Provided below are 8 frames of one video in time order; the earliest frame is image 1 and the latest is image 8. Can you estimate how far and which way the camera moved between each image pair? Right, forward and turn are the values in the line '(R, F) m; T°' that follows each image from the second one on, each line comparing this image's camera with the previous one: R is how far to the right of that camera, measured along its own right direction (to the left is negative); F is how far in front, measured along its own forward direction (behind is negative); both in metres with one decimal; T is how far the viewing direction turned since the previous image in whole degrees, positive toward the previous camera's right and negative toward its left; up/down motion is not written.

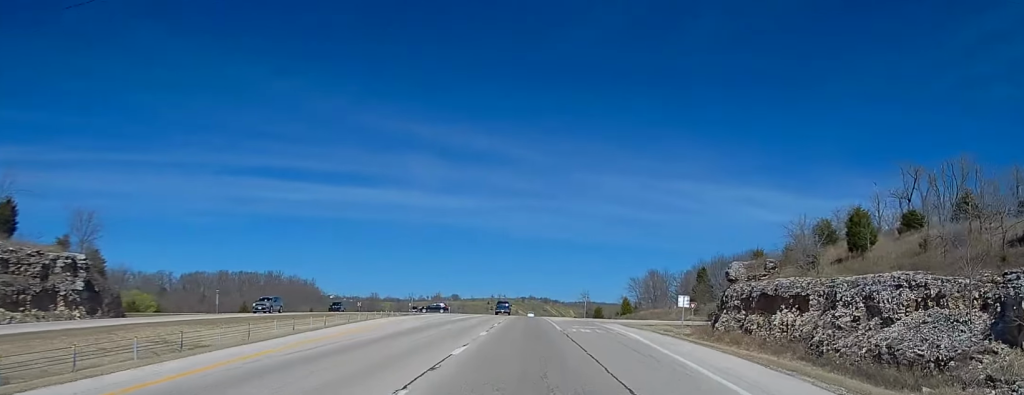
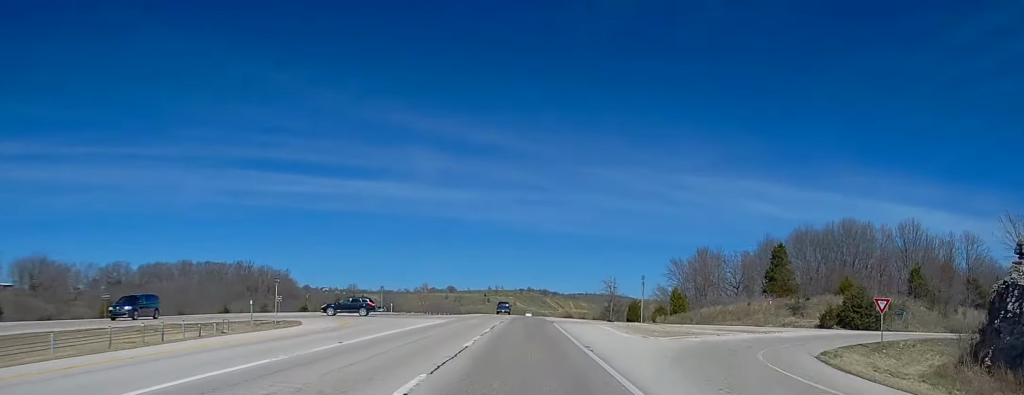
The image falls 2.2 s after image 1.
(+0.8, +58.0) m; +1°
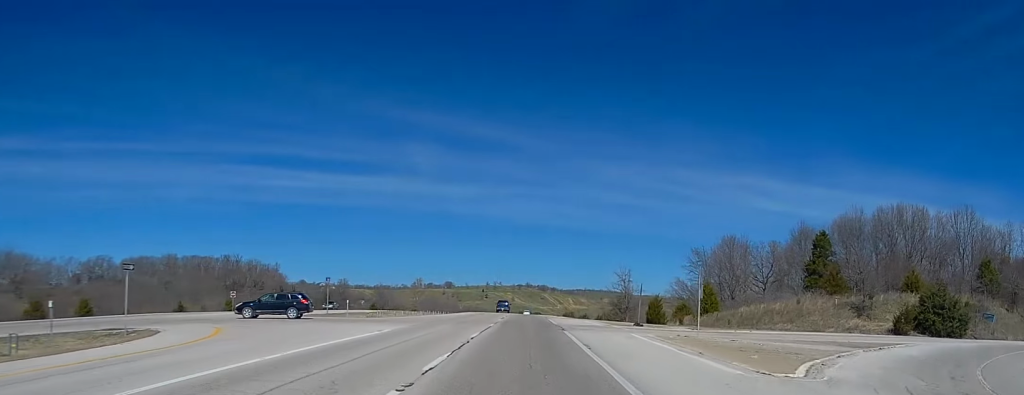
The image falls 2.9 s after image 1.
(-0.1, +19.5) m; -1°
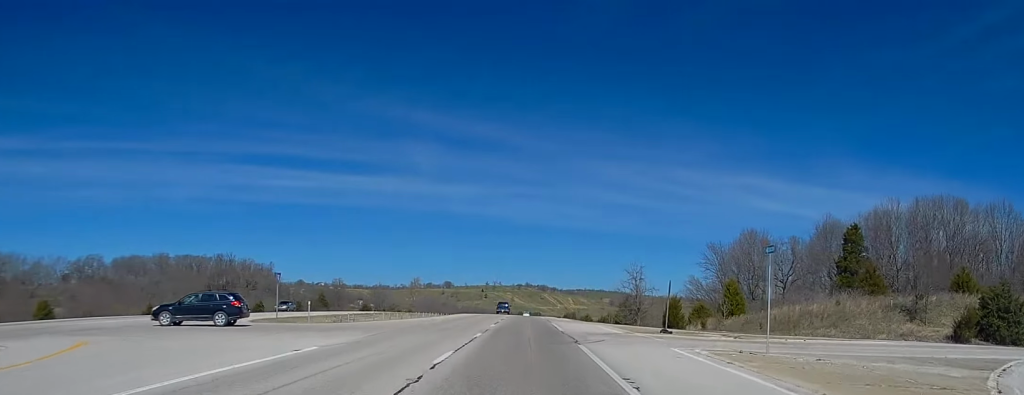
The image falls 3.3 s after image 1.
(-0.3, +11.1) m; 0°
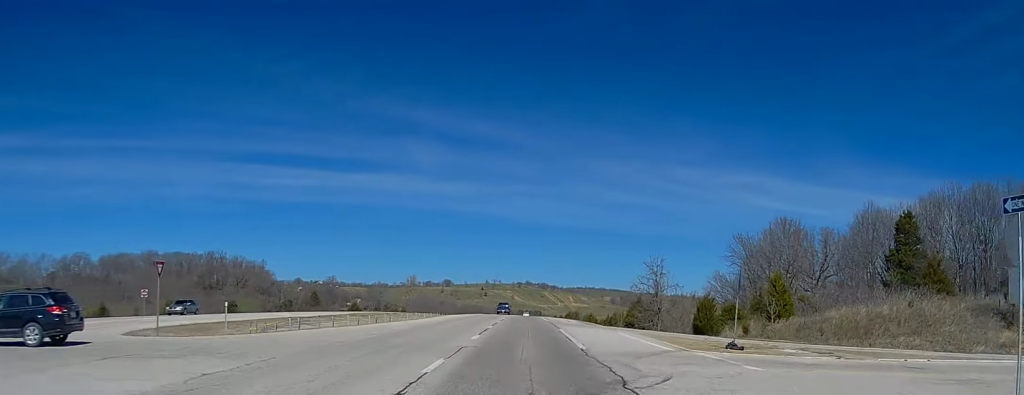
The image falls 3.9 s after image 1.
(0.0, +14.6) m; 0°
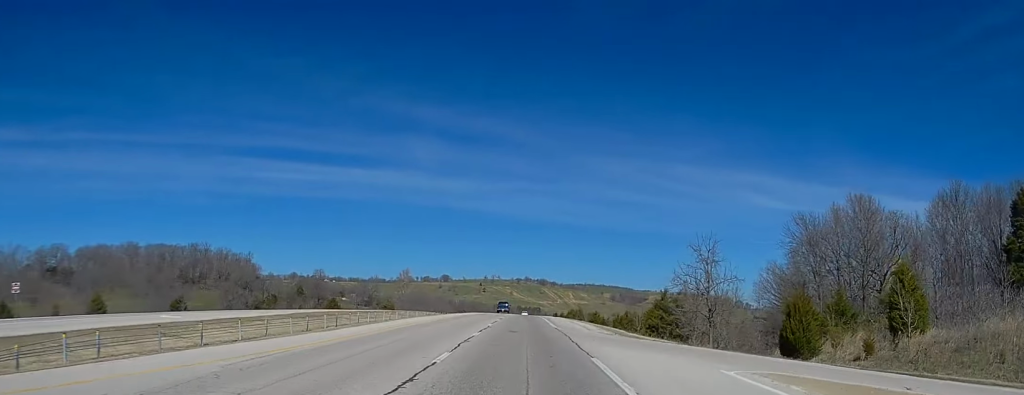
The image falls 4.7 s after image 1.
(+0.4, +22.6) m; +1°
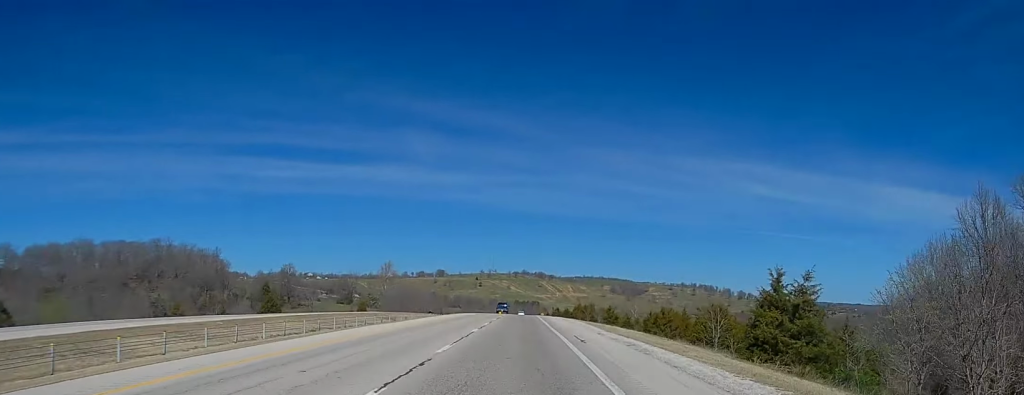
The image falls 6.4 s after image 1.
(-0.9, +45.2) m; -1°
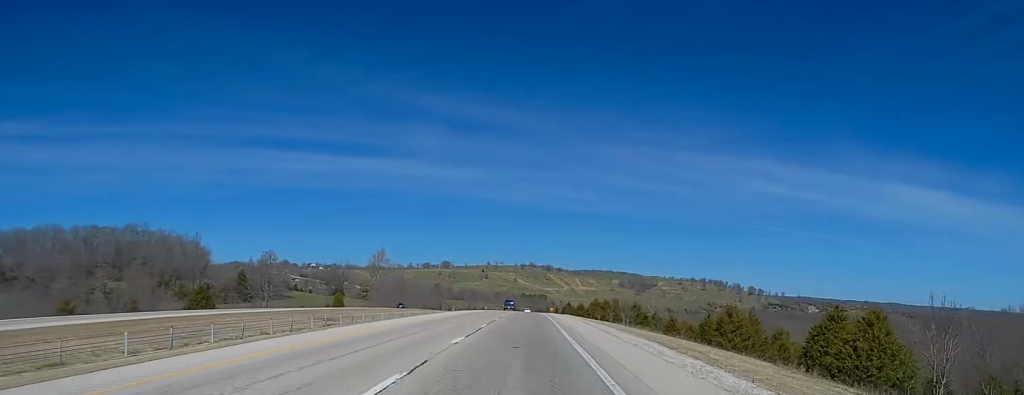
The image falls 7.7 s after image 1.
(+0.6, +34.6) m; +1°
